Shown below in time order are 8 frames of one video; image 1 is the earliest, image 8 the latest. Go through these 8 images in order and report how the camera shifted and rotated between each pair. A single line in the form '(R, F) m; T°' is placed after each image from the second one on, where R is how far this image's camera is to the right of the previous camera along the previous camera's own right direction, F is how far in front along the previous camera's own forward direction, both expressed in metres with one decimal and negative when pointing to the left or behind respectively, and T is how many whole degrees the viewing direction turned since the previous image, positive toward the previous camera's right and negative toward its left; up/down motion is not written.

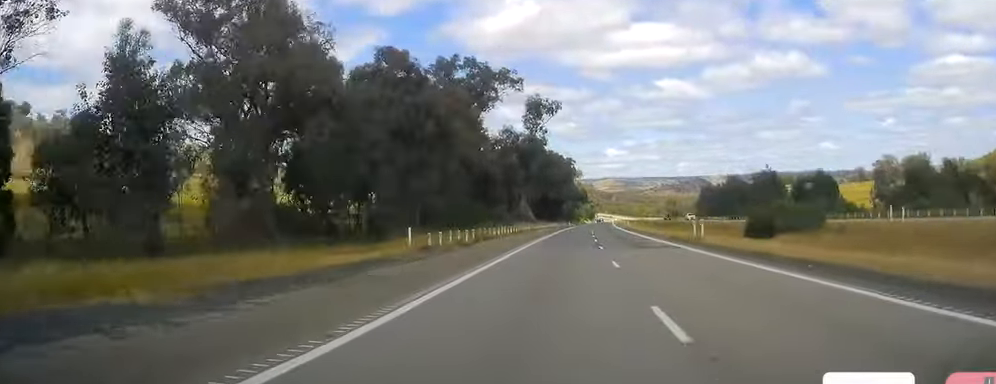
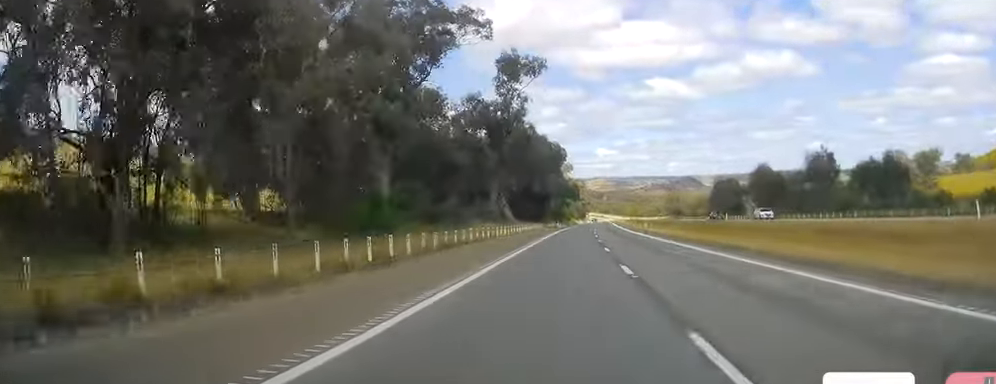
(+0.2, +38.6) m; -1°
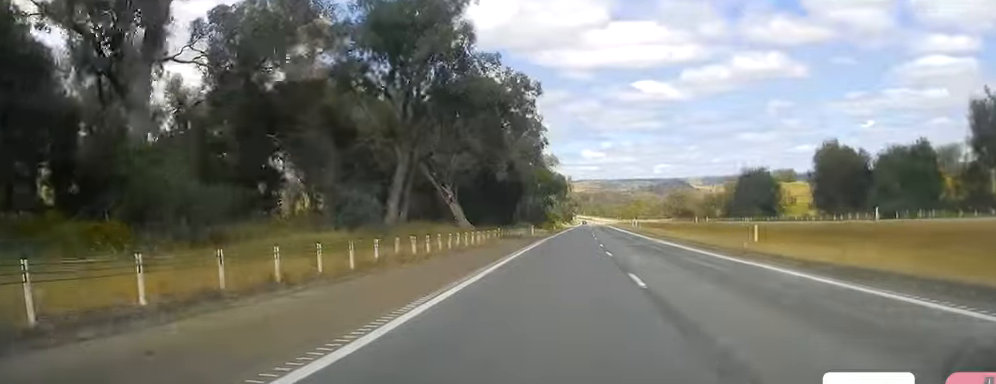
(+0.6, +51.0) m; +2°
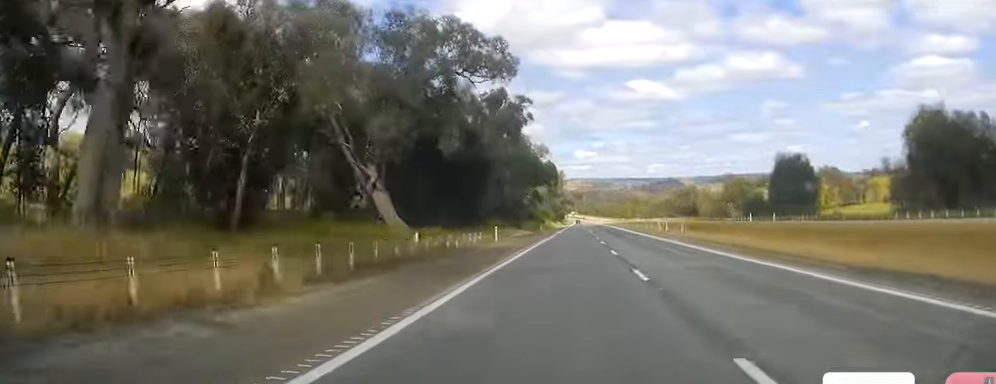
(-0.1, +34.6) m; -1°
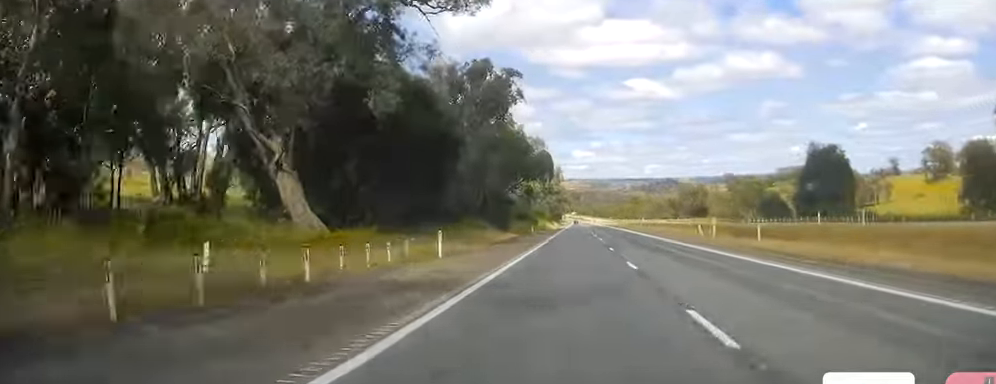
(-0.1, +20.2) m; +1°
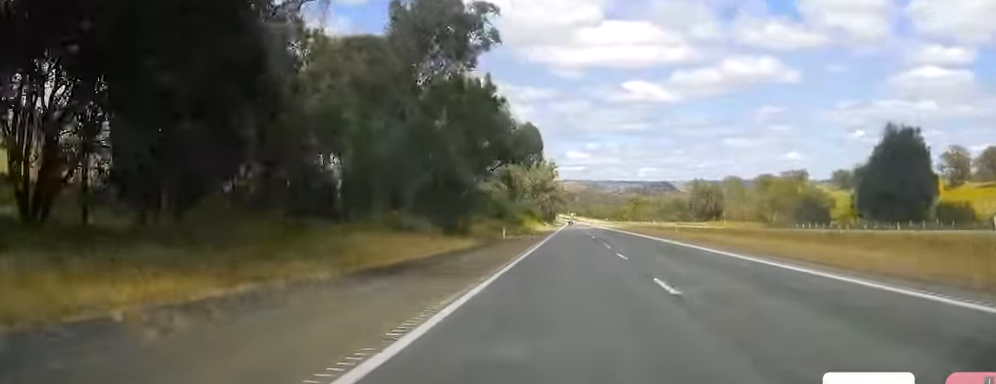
(+0.5, +30.9) m; +1°
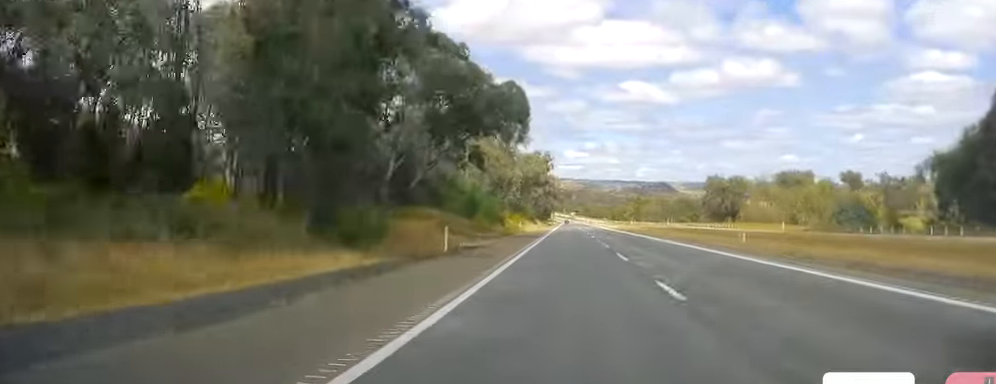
(+0.1, +25.1) m; 0°
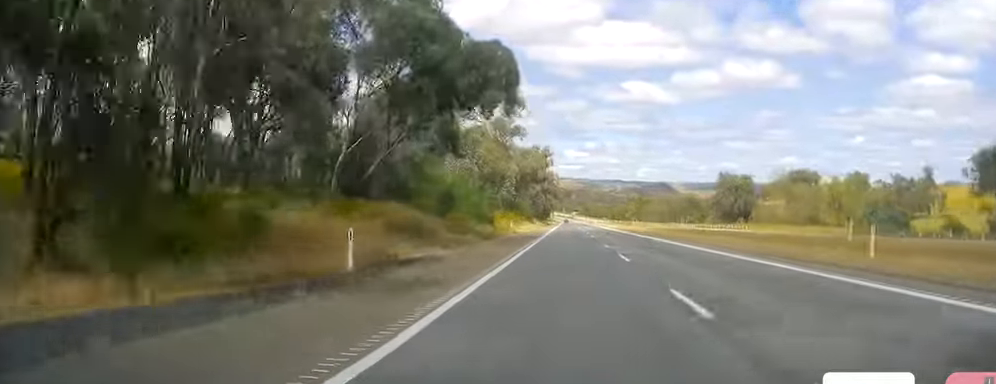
(-0.1, +13.6) m; 0°
